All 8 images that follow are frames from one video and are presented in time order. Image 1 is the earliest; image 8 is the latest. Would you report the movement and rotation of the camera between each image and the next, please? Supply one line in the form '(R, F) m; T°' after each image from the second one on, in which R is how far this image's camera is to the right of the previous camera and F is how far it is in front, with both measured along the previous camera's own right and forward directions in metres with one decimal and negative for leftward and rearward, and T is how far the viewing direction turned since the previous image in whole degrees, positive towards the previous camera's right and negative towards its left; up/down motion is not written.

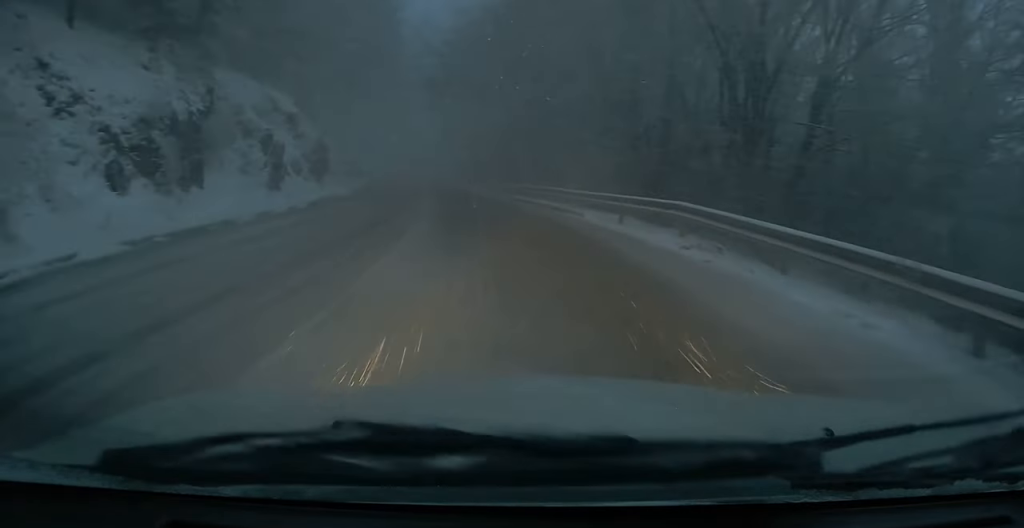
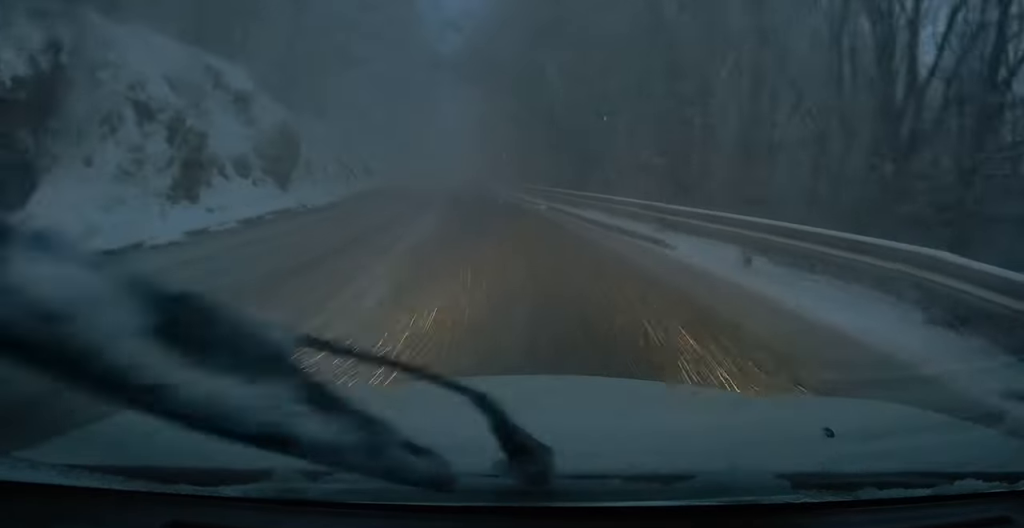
(-0.2, +7.1) m; -3°
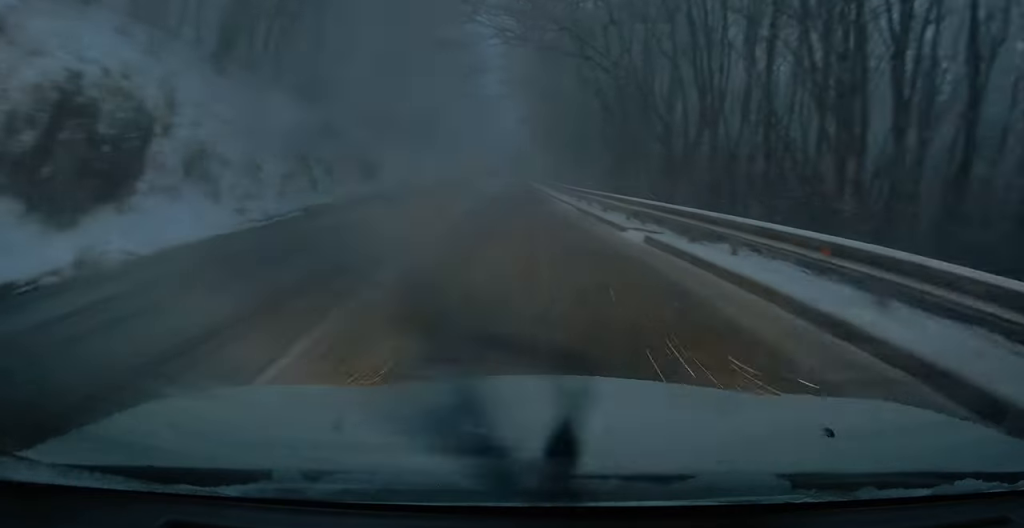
(-0.5, +11.5) m; -1°
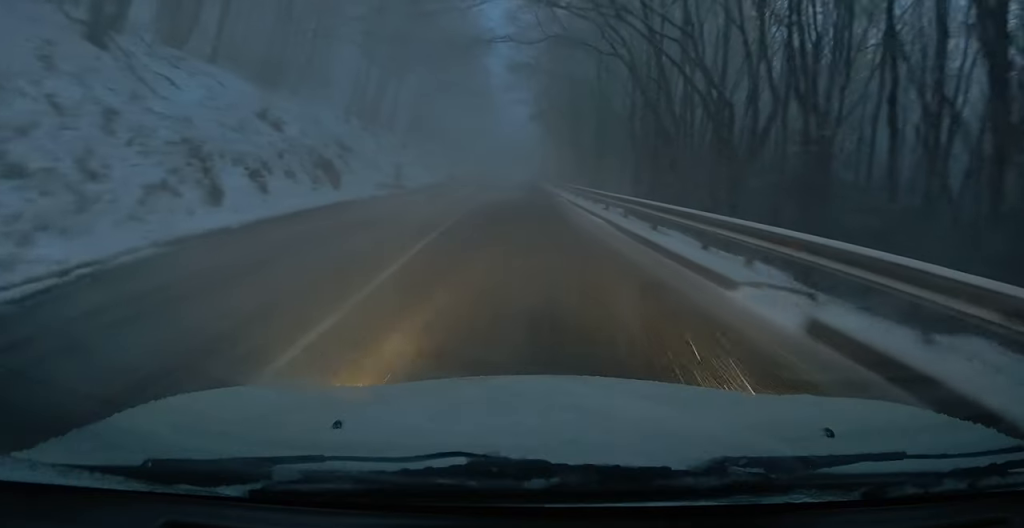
(+0.2, +7.2) m; +2°
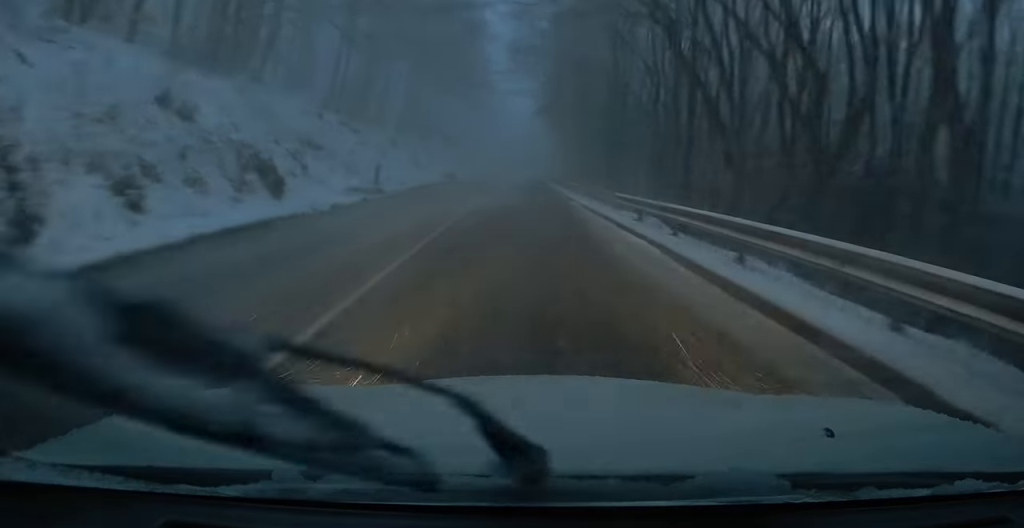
(+0.1, +6.0) m; +1°
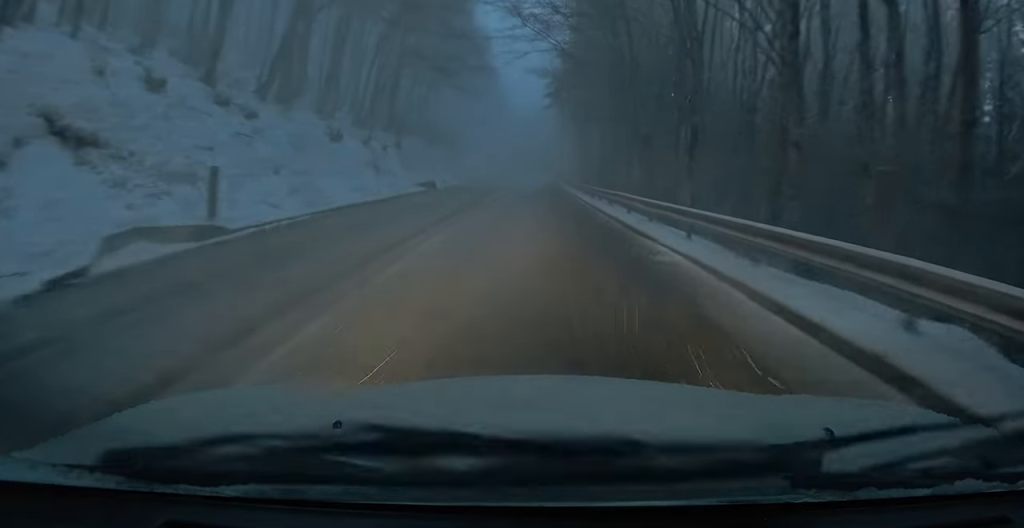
(-0.3, +16.7) m; -1°
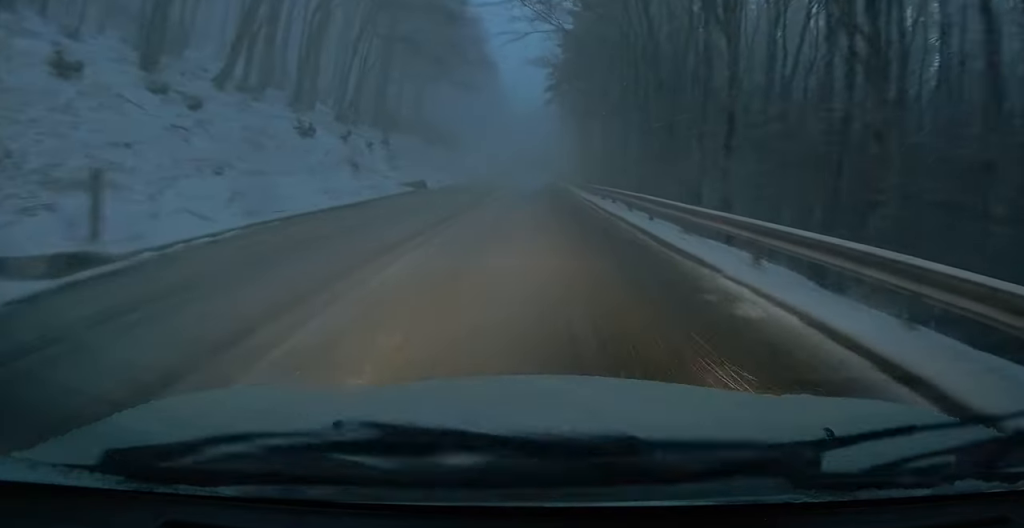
(0.0, +3.3) m; +1°
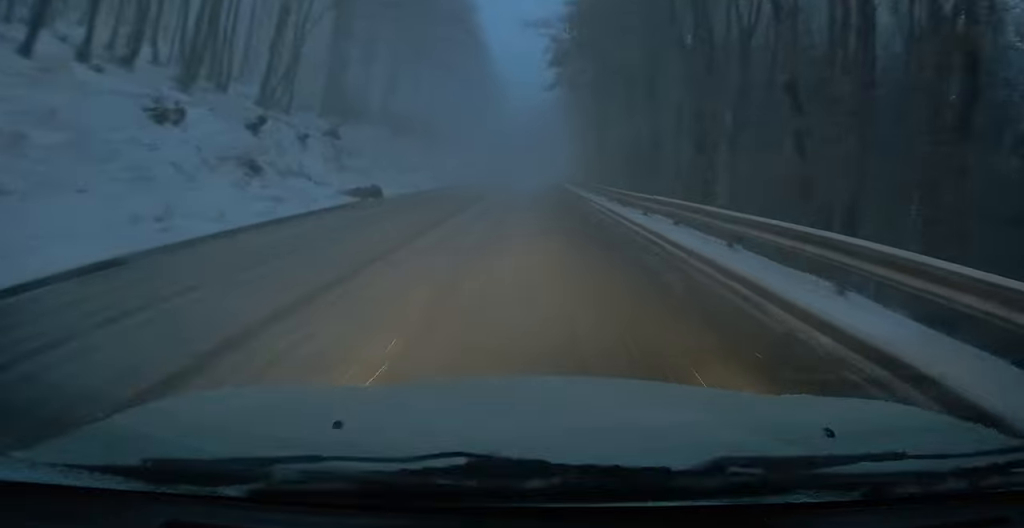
(+0.2, +8.7) m; +3°
